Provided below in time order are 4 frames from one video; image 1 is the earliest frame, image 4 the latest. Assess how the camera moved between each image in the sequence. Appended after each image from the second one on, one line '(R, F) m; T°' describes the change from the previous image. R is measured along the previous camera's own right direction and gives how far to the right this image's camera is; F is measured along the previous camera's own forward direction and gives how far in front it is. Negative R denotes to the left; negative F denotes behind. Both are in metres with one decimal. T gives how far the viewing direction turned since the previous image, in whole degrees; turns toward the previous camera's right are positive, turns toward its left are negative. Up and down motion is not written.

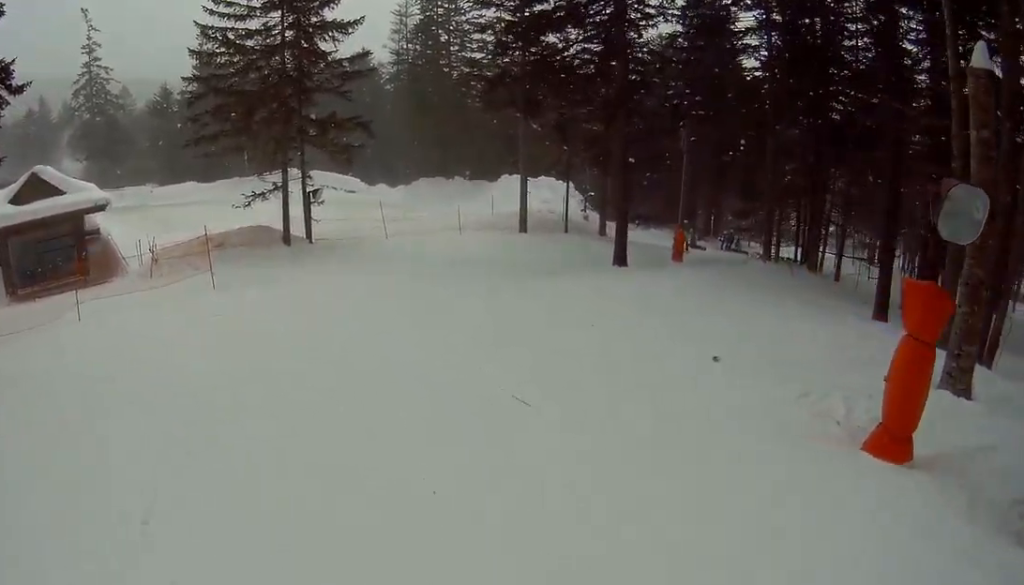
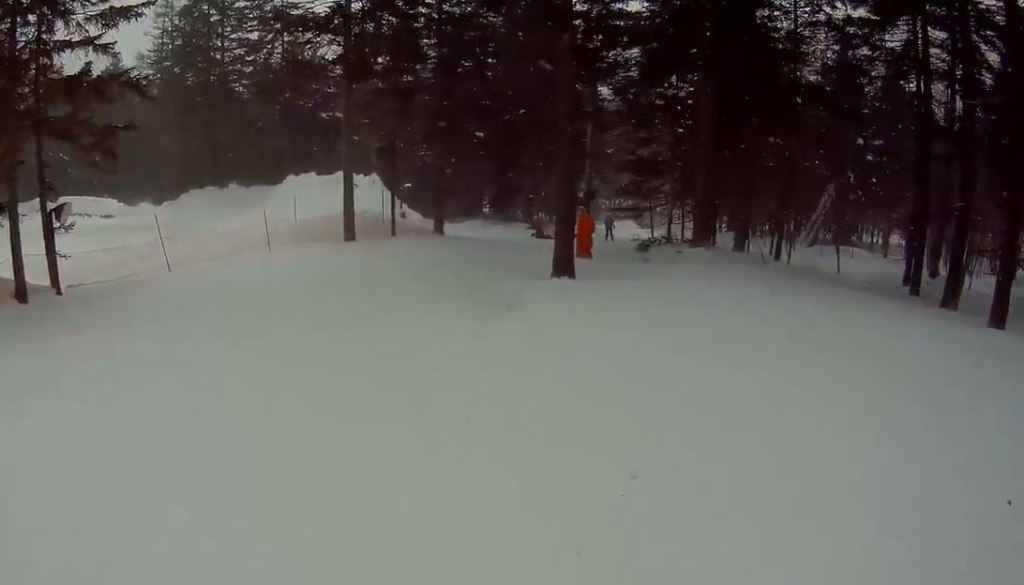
(+1.1, +7.5) m; +21°
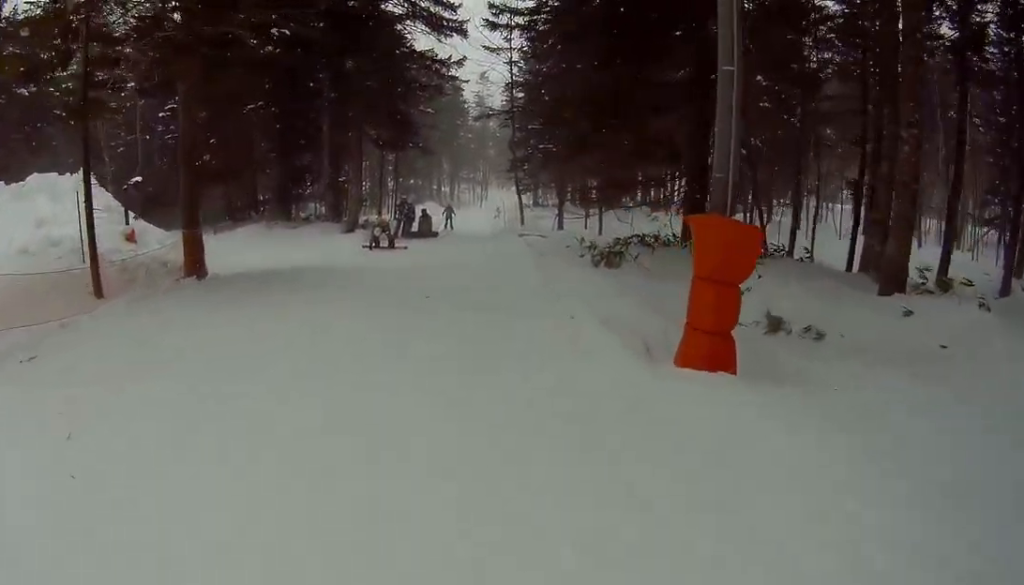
(+4.2, +12.1) m; +37°
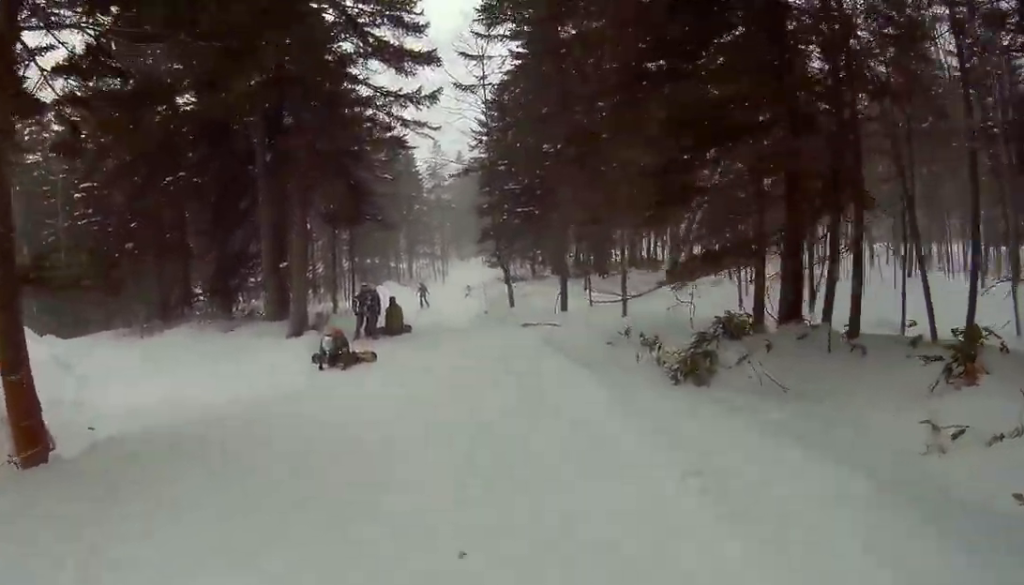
(+0.5, +5.0) m; +1°
